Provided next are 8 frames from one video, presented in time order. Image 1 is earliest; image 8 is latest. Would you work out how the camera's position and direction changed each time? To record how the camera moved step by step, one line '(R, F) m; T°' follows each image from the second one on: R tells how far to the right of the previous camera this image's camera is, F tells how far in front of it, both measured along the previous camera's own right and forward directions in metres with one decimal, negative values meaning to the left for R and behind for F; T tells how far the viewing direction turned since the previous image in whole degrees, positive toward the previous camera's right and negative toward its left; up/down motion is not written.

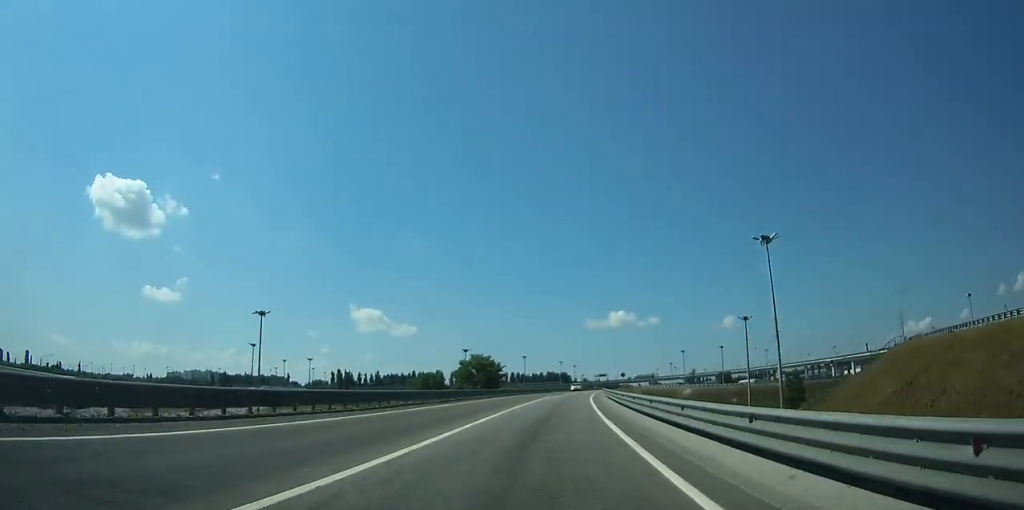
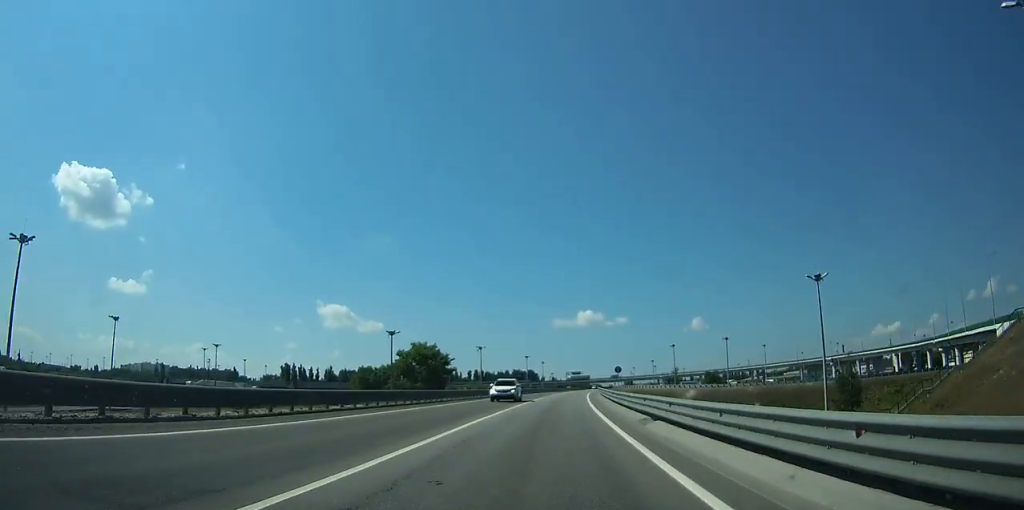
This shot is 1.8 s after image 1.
(+1.3, +40.2) m; +2°
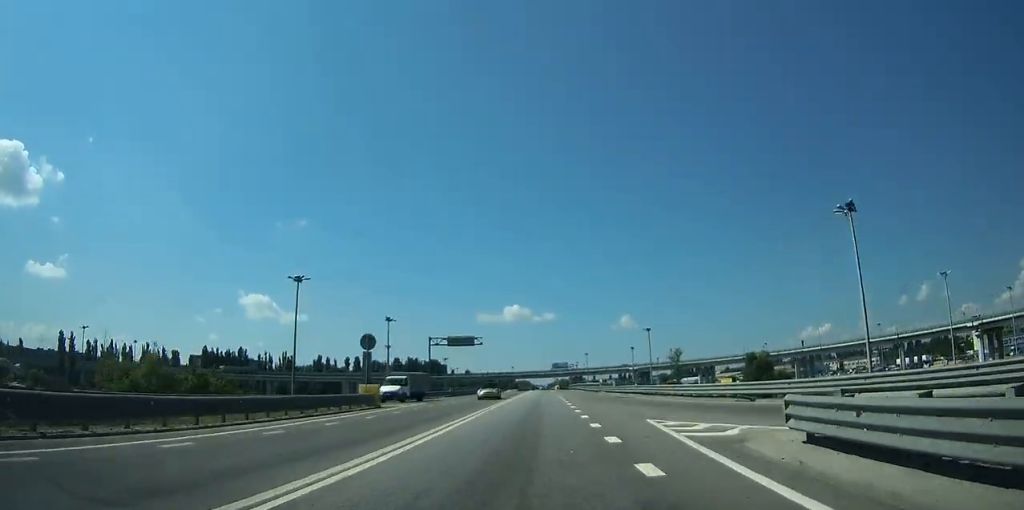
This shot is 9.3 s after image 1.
(+11.1, +157.6) m; +6°
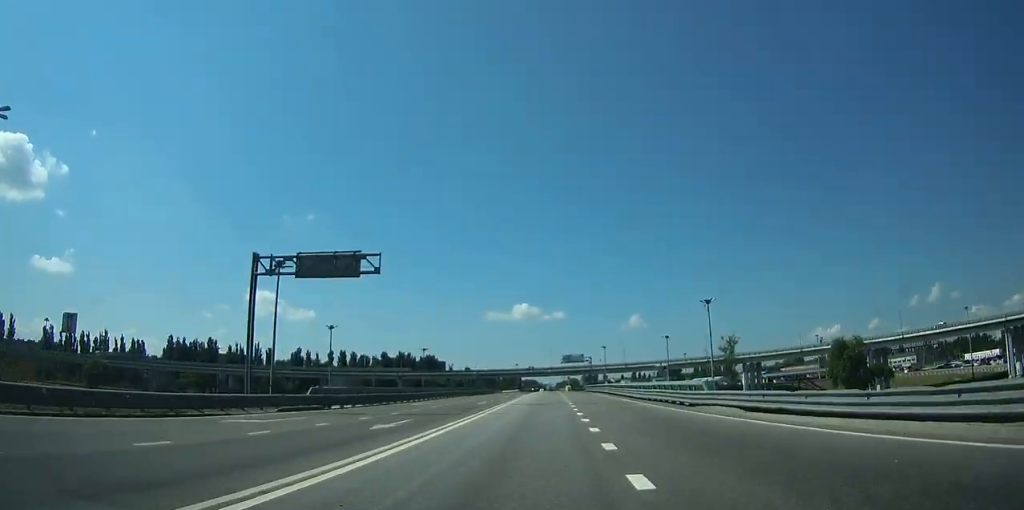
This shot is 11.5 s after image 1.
(-0.2, +40.8) m; 0°
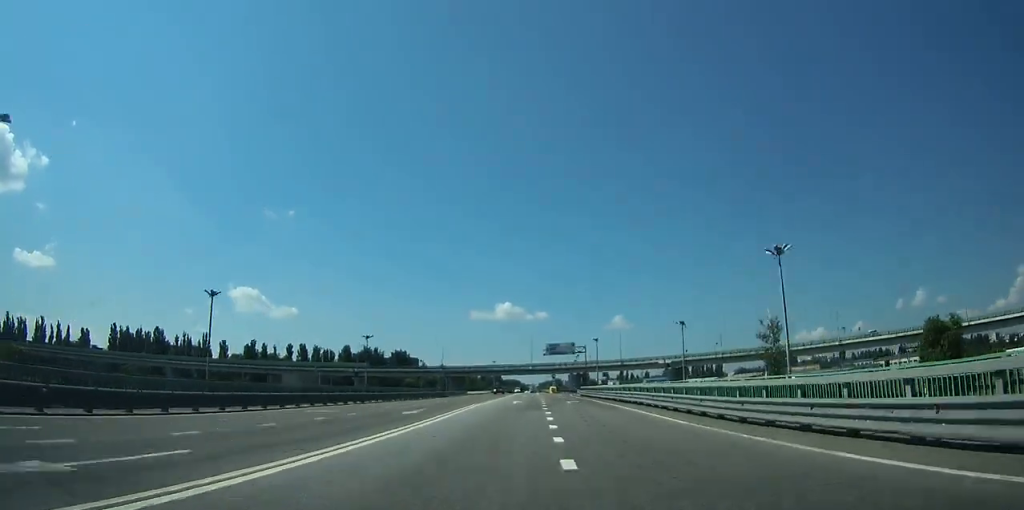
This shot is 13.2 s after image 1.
(+0.2, +29.2) m; +1°
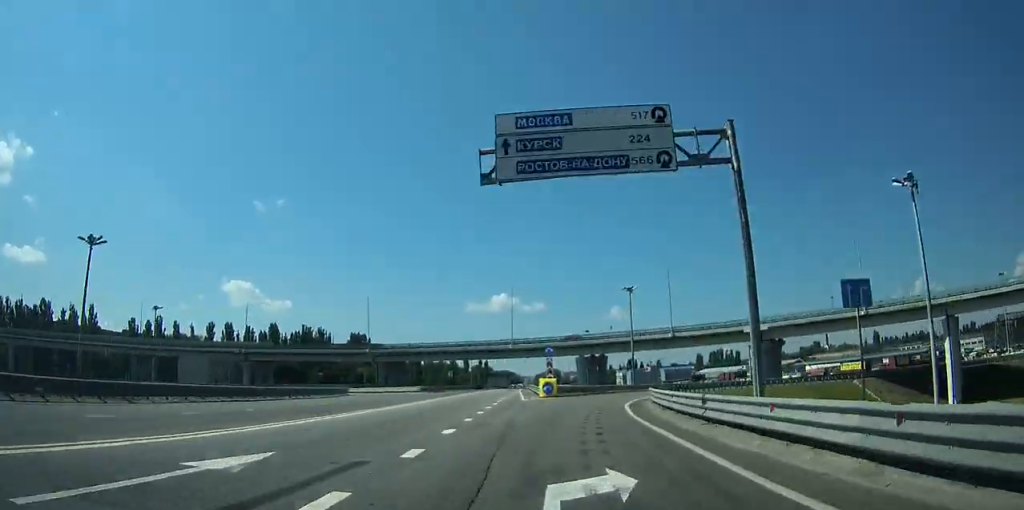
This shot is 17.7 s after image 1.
(+1.0, +71.3) m; +7°
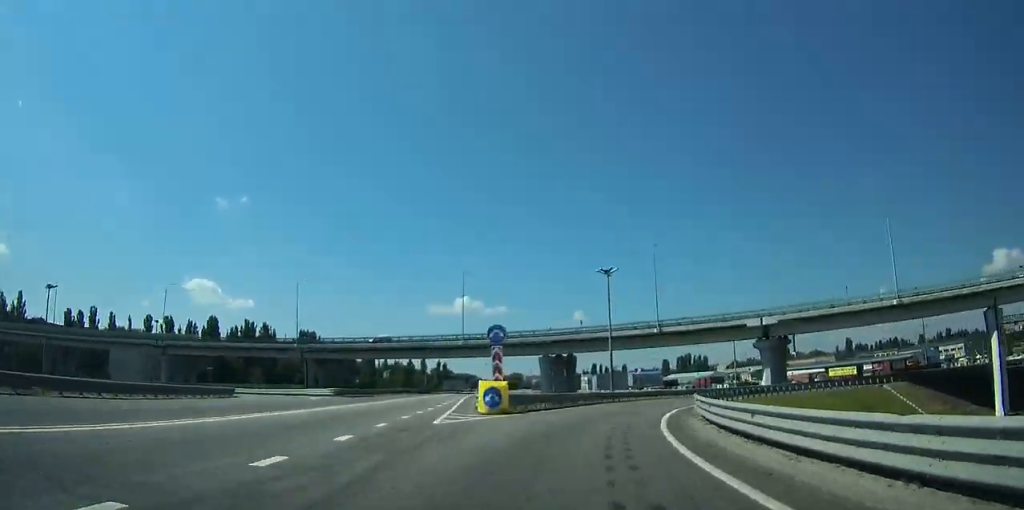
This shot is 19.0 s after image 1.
(+1.5, +18.3) m; +9°
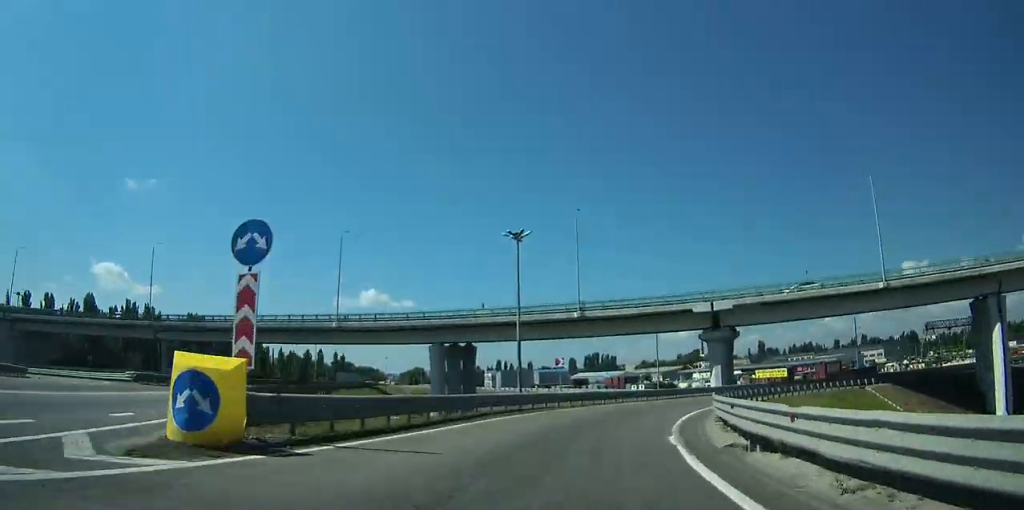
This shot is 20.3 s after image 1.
(-0.3, +18.0) m; +11°
